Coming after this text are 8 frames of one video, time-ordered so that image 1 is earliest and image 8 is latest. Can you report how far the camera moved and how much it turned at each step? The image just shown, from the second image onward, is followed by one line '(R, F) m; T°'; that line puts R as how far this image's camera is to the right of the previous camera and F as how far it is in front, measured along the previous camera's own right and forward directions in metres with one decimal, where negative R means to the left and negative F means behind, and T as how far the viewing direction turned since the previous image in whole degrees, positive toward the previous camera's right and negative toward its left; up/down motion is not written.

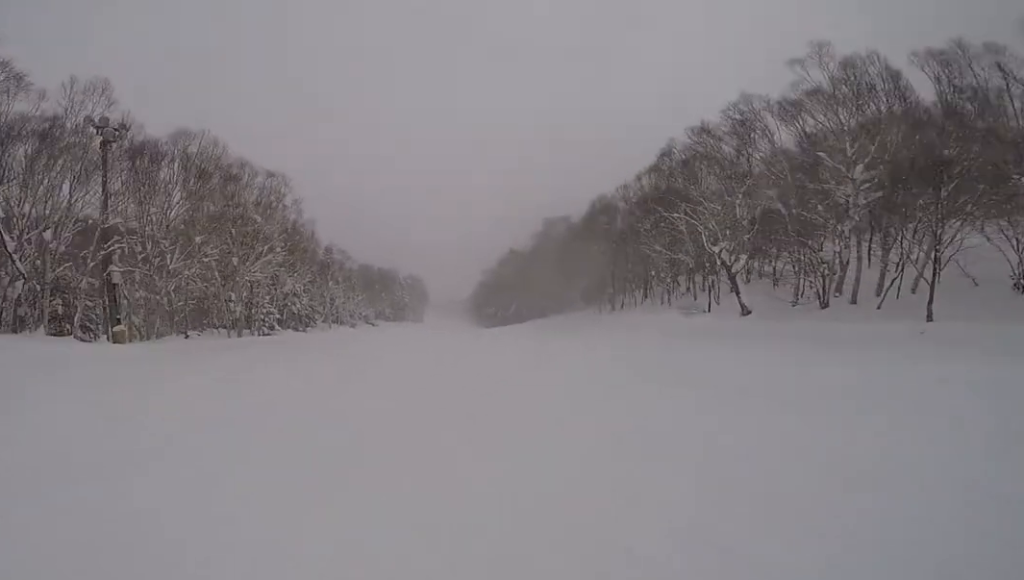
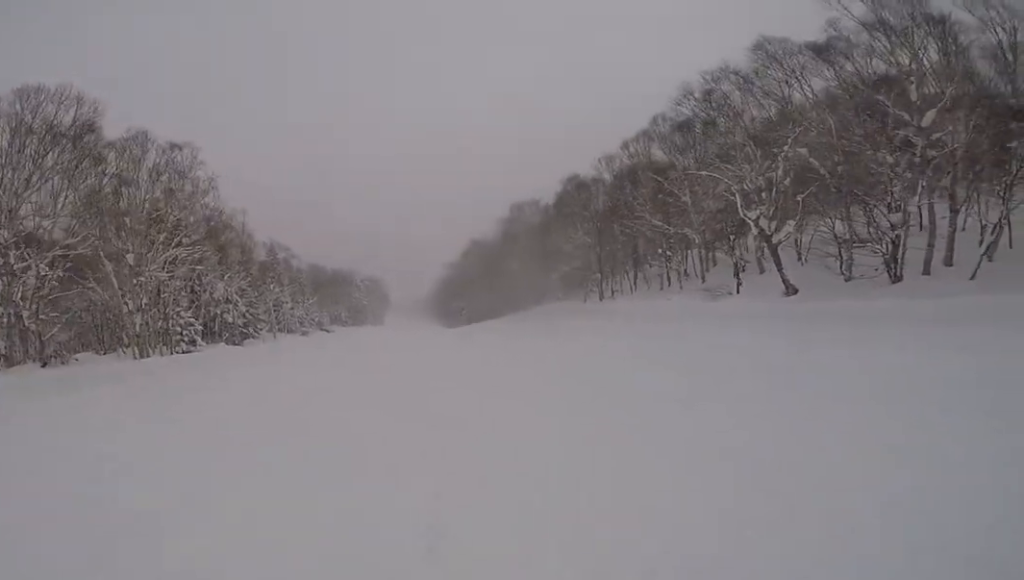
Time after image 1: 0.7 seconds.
(-0.6, +7.7) m; +1°
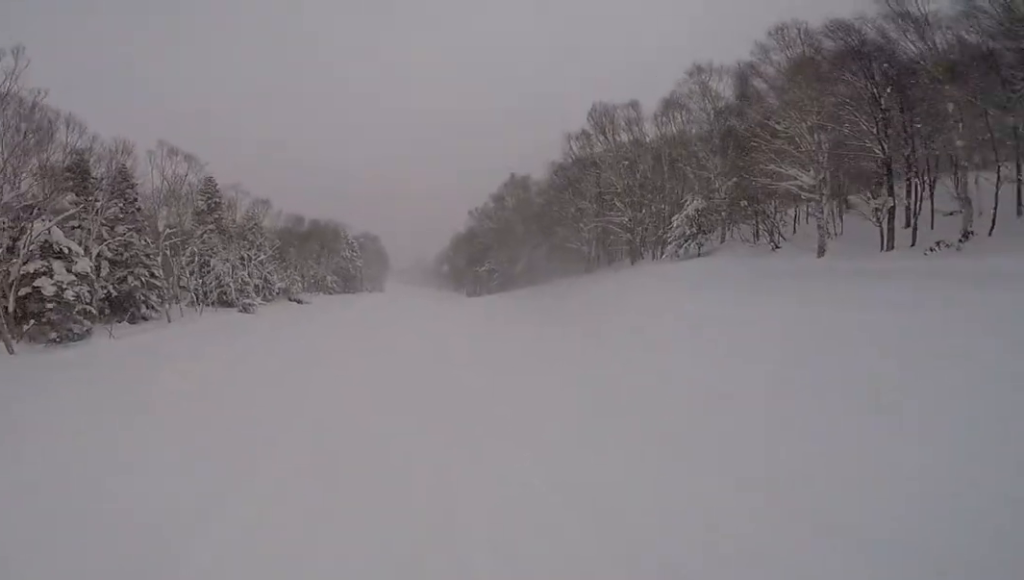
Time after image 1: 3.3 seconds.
(+4.7, +25.4) m; +9°
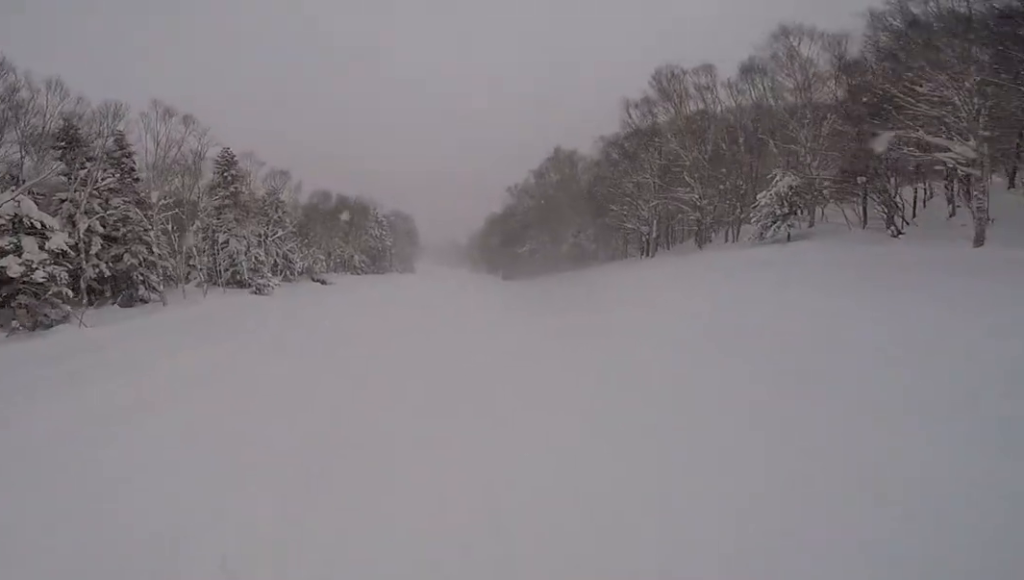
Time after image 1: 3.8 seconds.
(0.0, +4.6) m; -2°
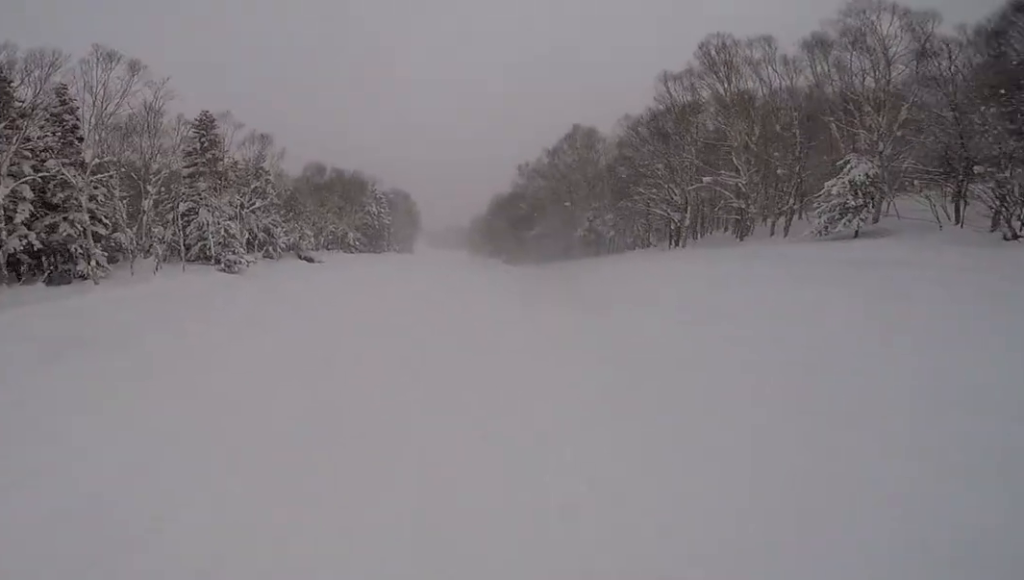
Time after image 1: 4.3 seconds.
(-0.7, +4.9) m; 0°
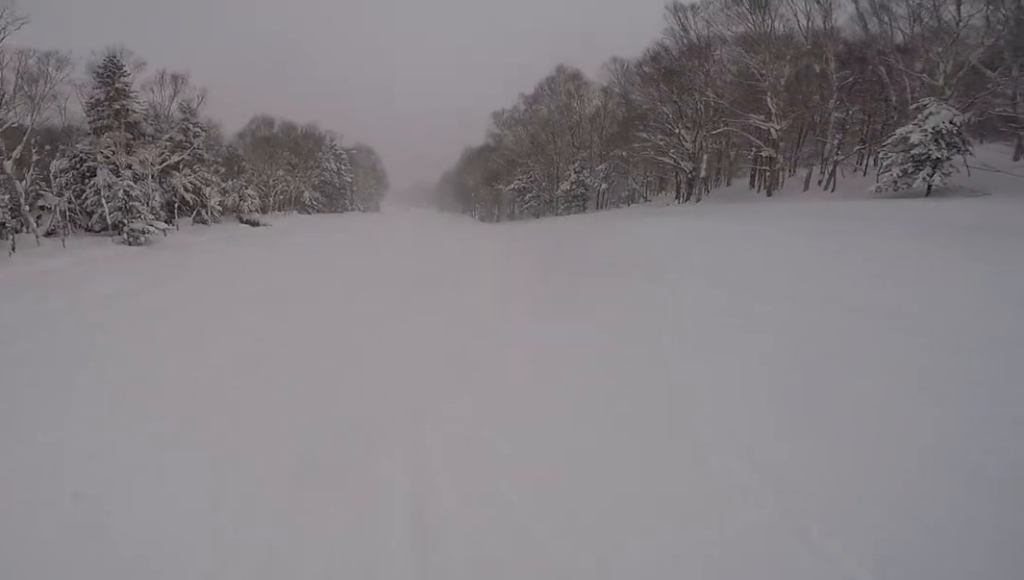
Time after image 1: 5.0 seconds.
(+0.1, +6.3) m; +3°
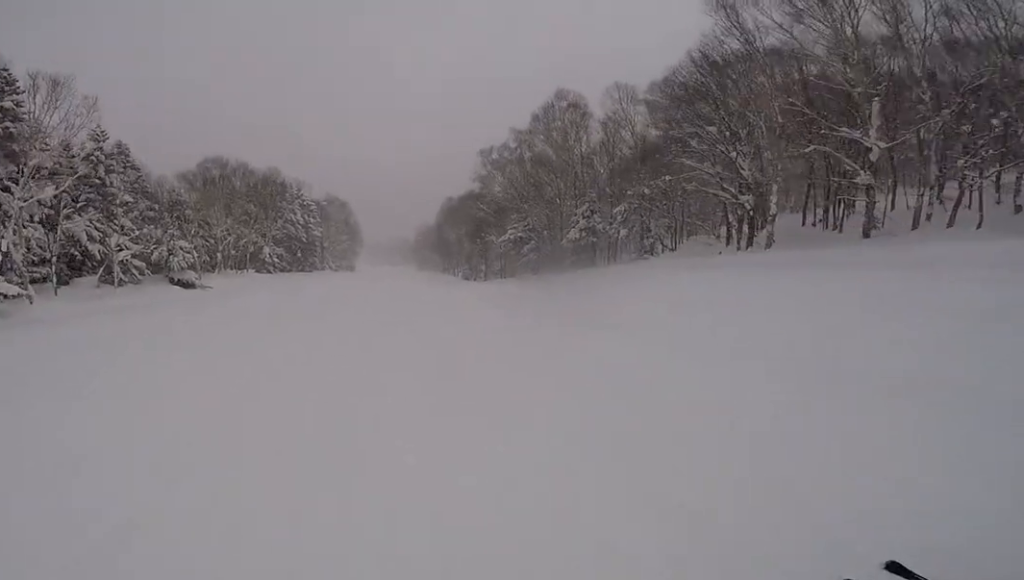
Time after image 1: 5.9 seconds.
(+0.7, +8.7) m; +2°
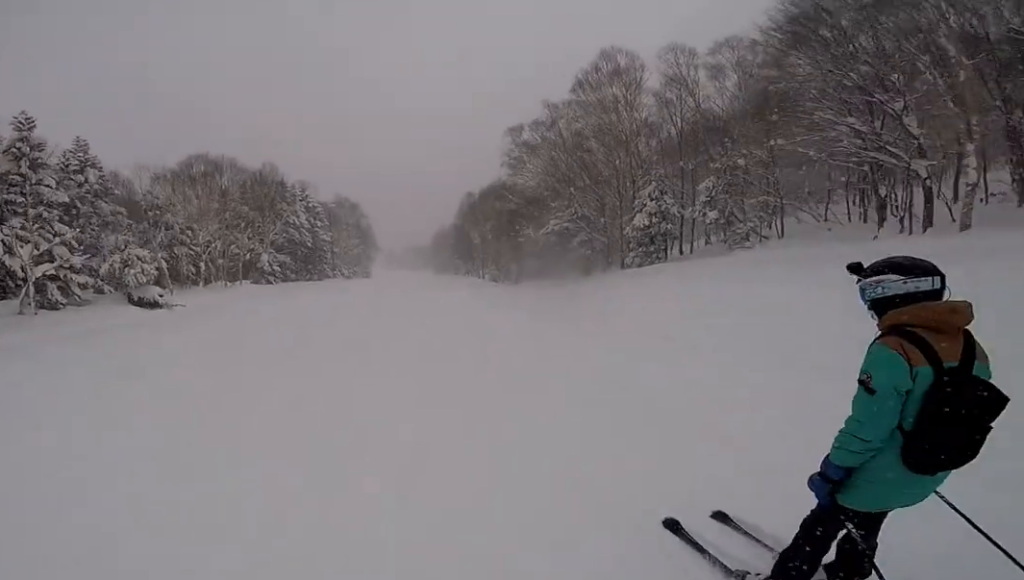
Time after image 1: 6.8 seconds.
(-0.1, +7.5) m; -5°
